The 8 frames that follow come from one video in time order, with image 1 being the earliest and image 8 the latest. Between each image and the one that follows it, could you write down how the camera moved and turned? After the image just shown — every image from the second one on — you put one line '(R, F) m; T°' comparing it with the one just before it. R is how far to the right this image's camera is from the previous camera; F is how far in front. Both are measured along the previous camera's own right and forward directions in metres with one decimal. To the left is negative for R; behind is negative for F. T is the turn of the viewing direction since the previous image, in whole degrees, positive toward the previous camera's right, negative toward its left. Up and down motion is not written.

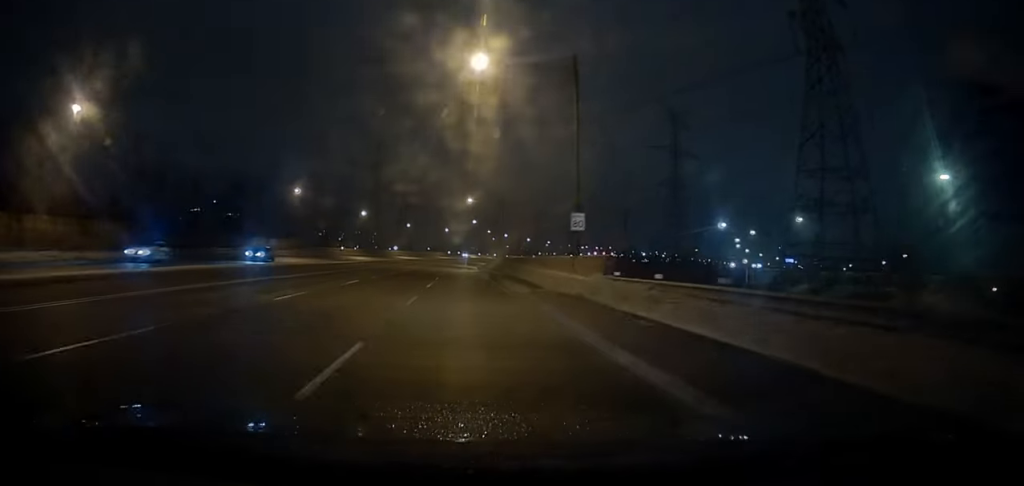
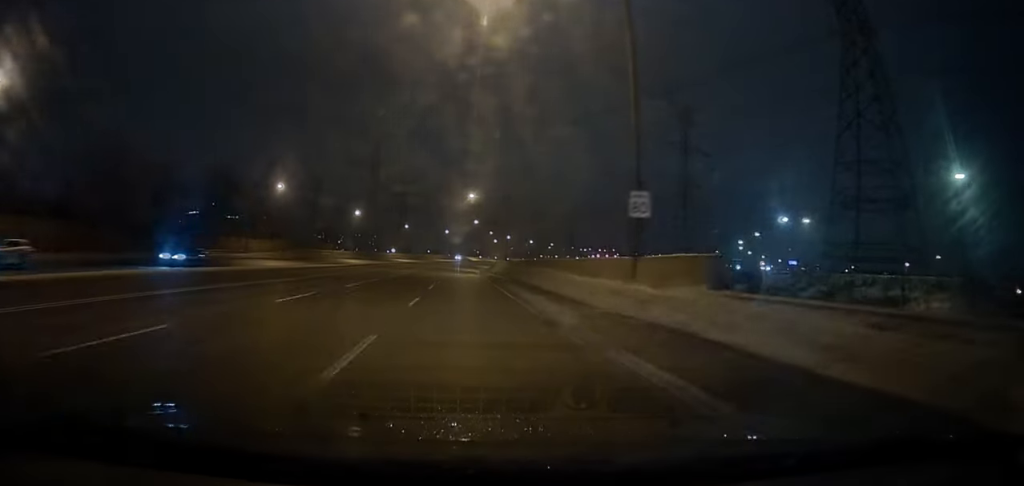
(+0.1, +8.5) m; 0°
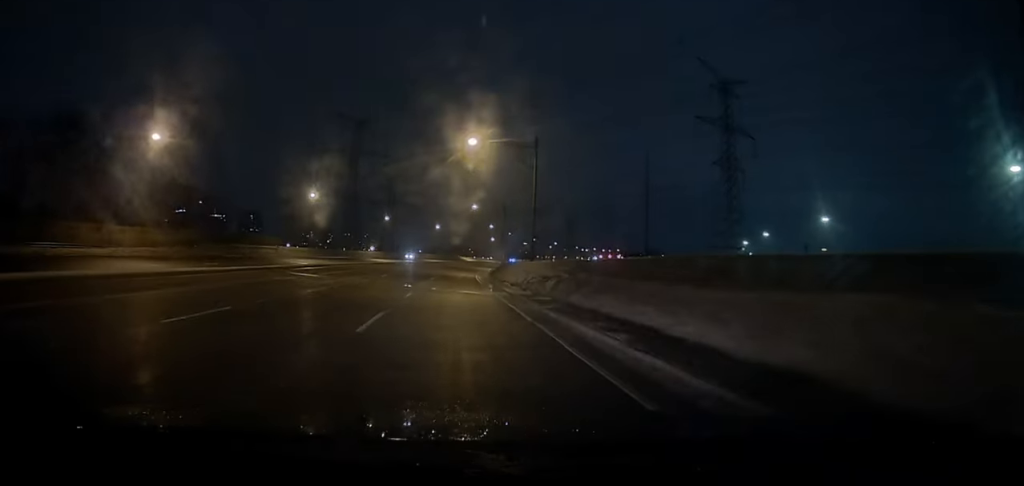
(-0.5, +32.0) m; 0°
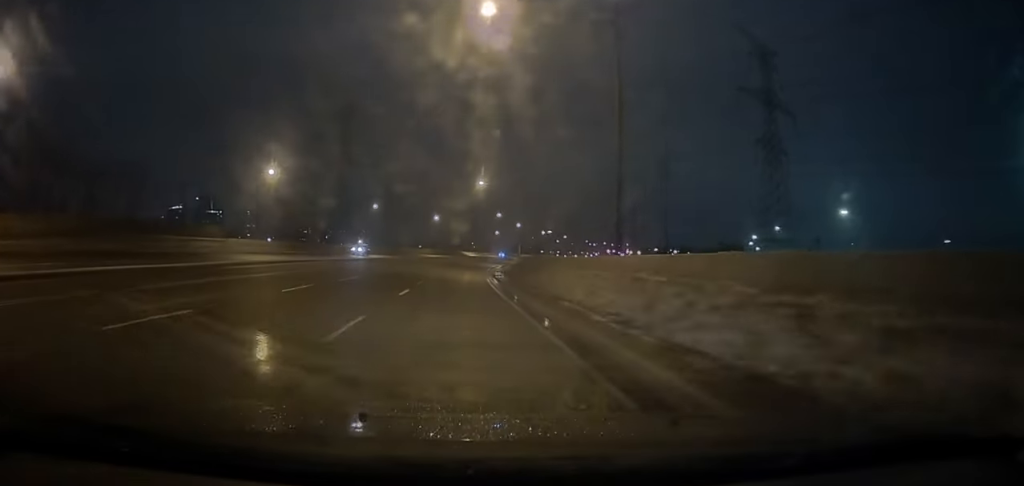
(+0.3, +20.5) m; 0°
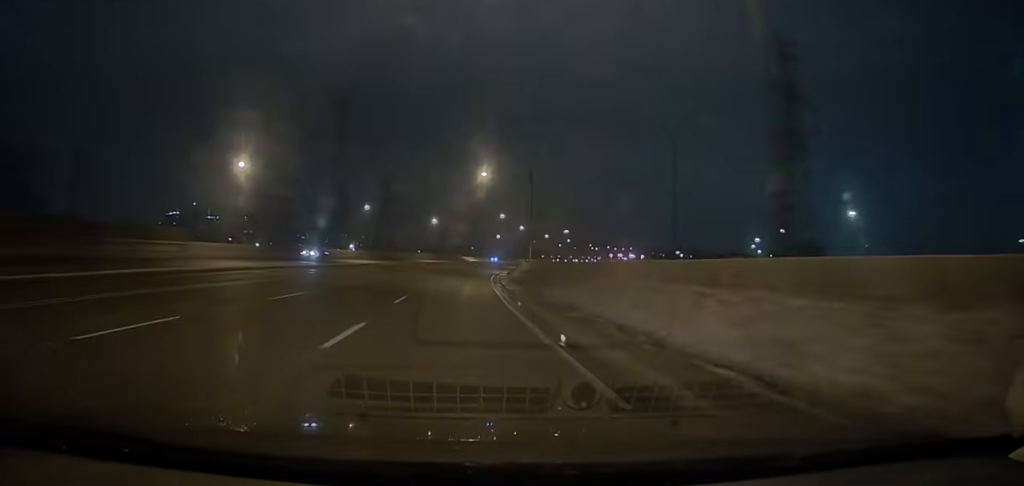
(-0.2, +9.6) m; -1°
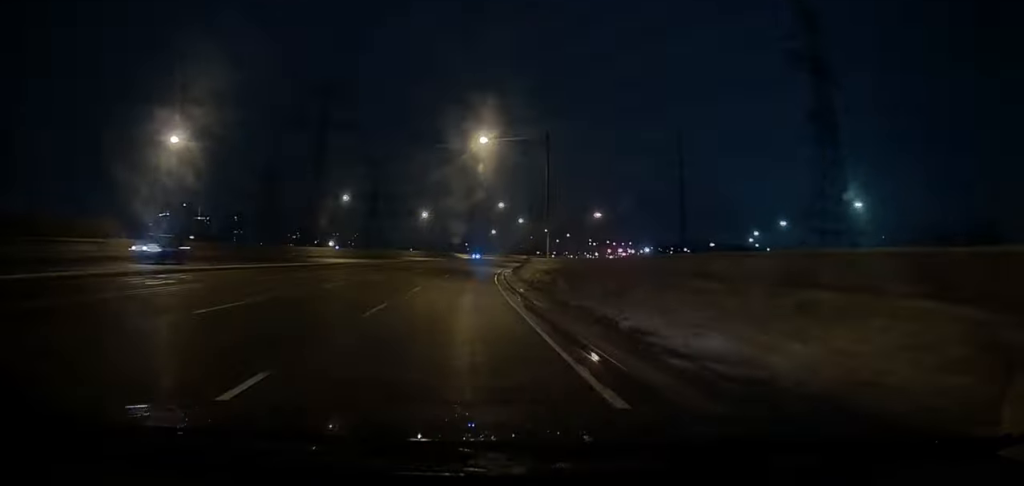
(-0.1, +13.8) m; 0°
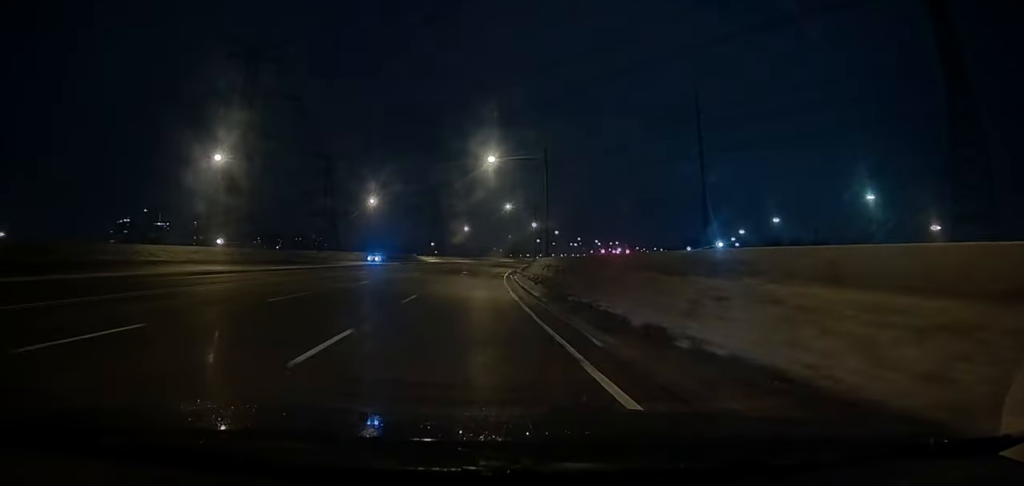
(+1.7, +40.9) m; +4°
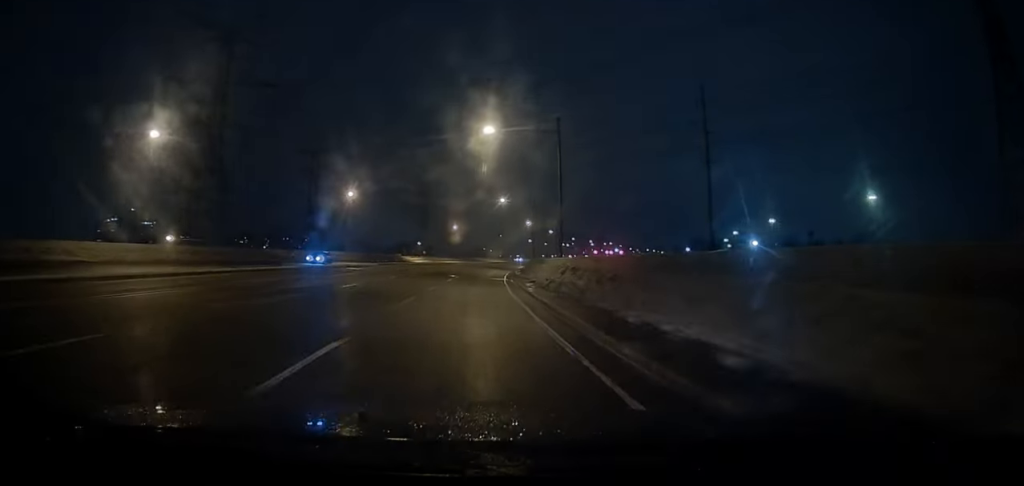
(0.0, +10.6) m; 0°
